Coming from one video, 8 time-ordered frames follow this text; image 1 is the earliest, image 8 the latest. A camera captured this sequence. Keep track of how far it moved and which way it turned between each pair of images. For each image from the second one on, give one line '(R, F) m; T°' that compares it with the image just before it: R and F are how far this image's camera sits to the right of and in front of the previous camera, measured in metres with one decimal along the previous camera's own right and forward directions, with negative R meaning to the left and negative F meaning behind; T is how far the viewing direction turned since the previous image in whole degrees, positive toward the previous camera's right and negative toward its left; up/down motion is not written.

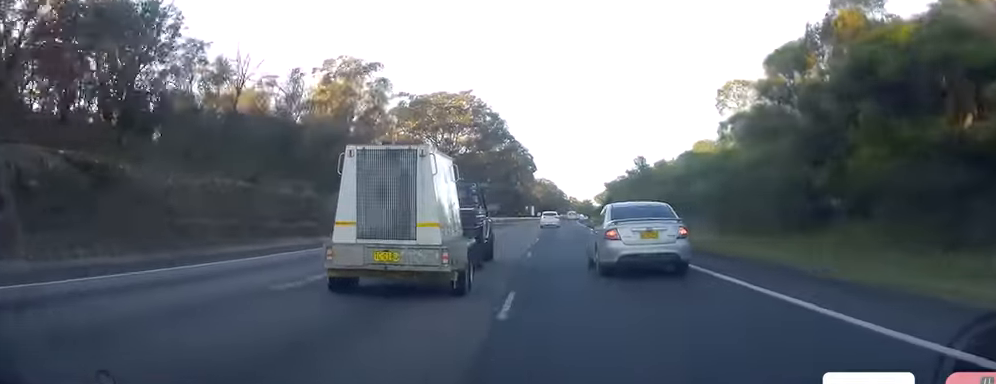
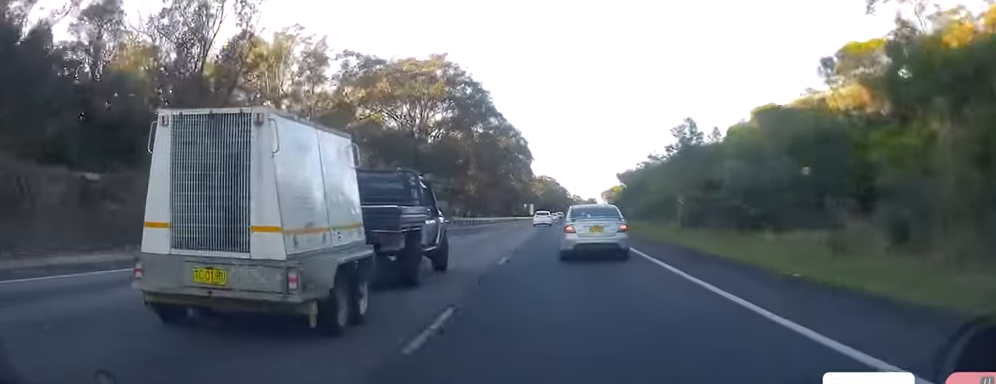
(-0.2, +25.4) m; +1°
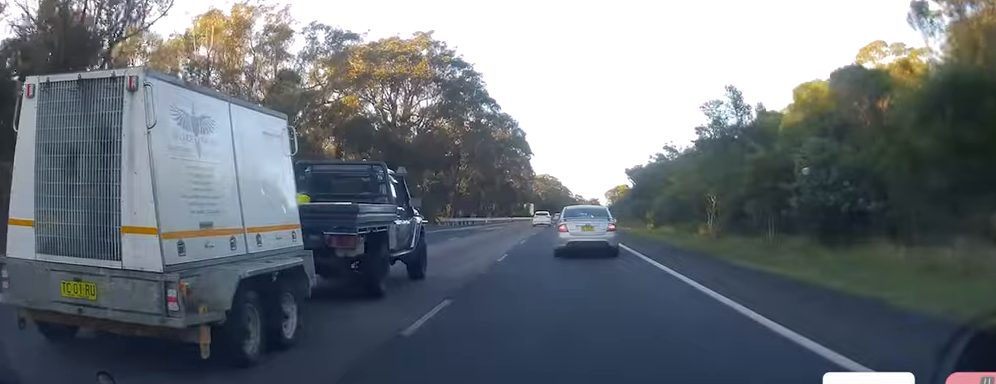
(+0.3, +10.7) m; 0°
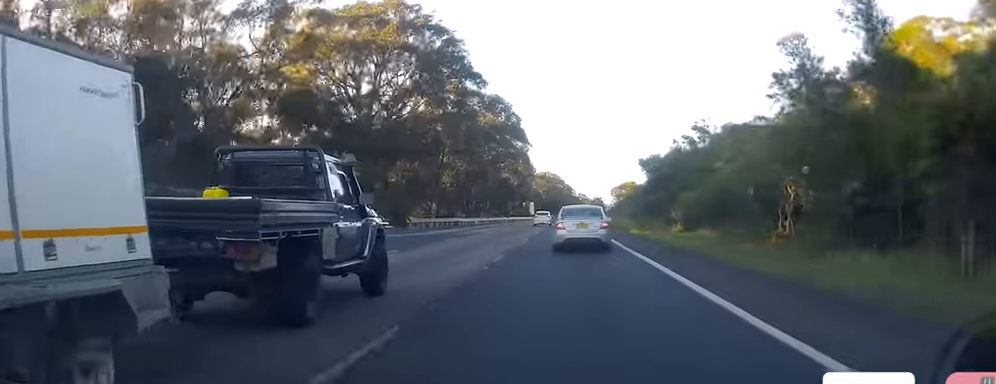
(+0.5, +14.0) m; 0°
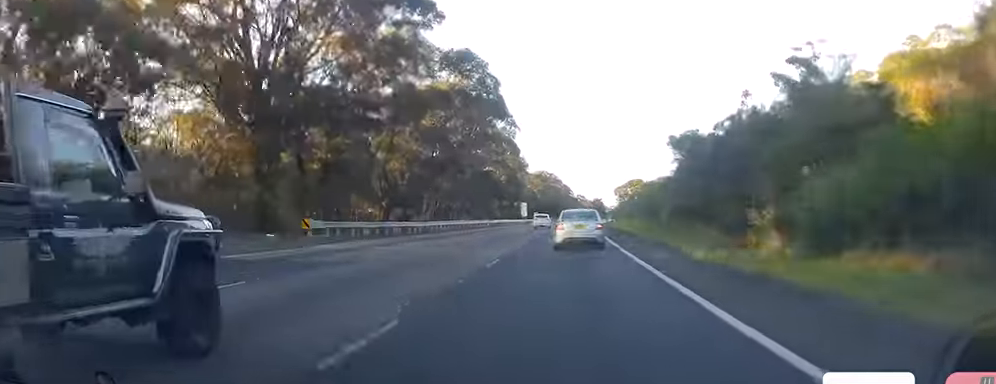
(-0.9, +23.1) m; -1°
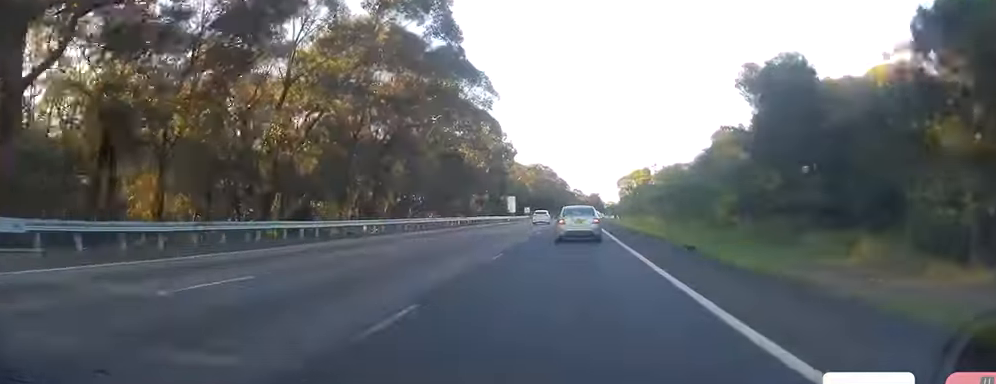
(+0.2, +22.7) m; +1°
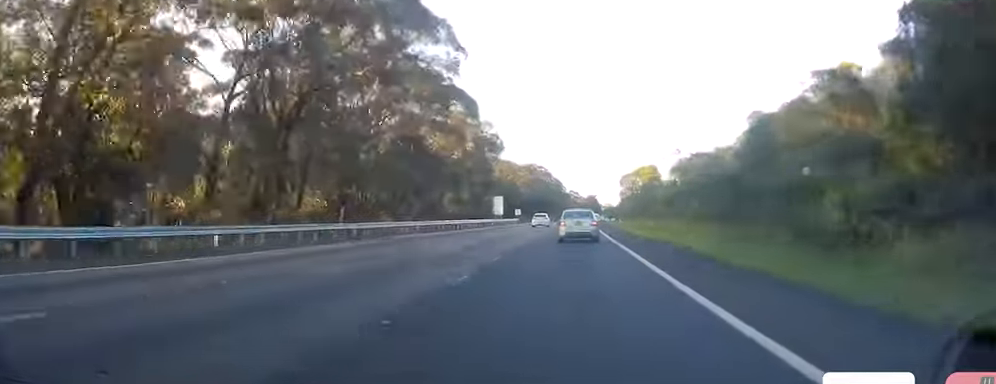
(+0.1, +17.7) m; 0°
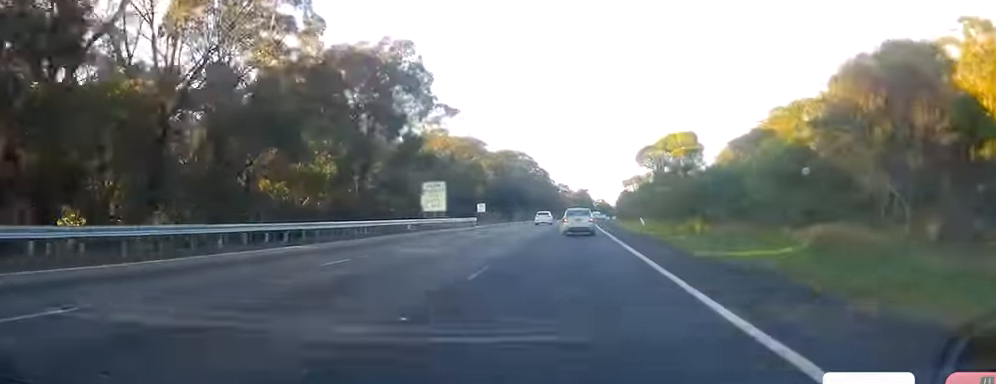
(+0.2, +47.3) m; 0°
